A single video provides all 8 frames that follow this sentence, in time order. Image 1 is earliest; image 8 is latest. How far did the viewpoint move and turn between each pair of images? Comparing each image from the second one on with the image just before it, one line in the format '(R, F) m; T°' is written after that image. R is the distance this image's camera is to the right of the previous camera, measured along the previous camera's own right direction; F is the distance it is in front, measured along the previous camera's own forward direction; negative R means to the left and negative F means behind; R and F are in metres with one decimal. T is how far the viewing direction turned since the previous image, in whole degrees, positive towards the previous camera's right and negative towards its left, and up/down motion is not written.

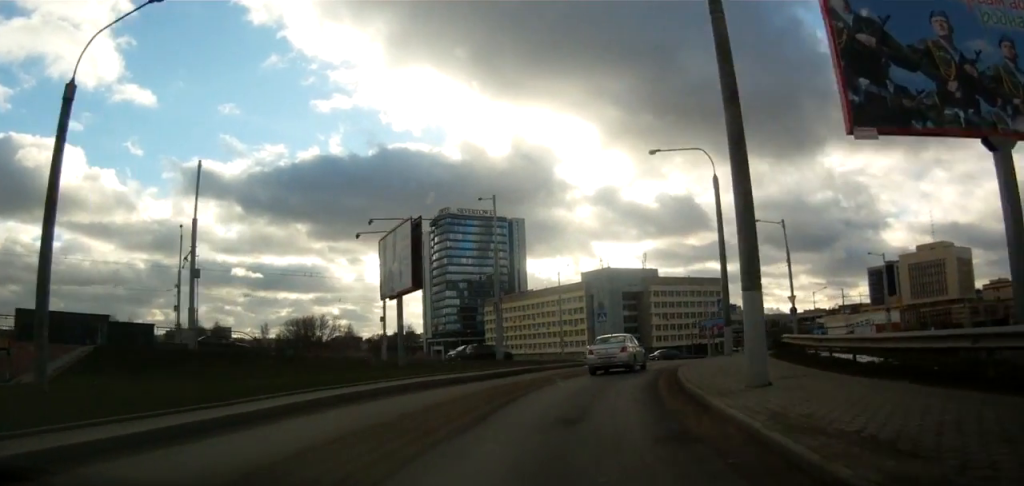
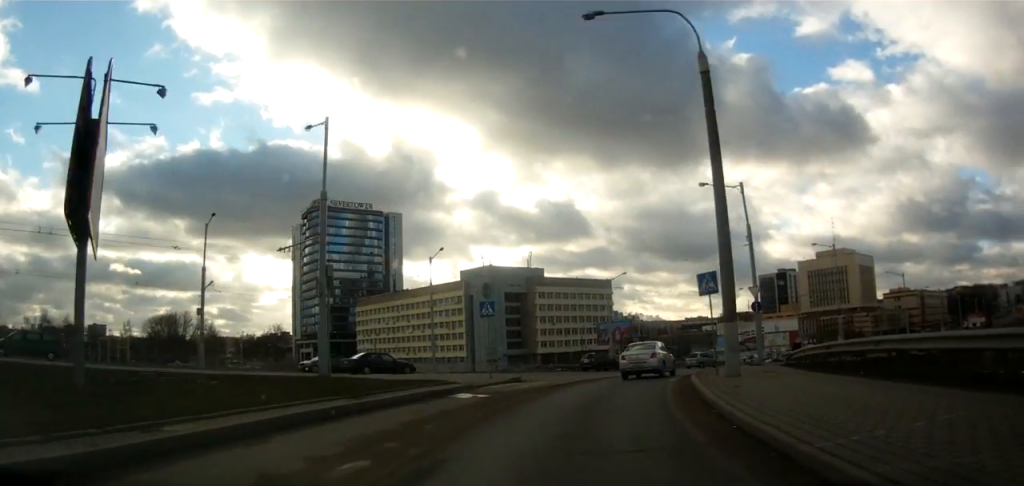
(+1.5, +15.7) m; +10°
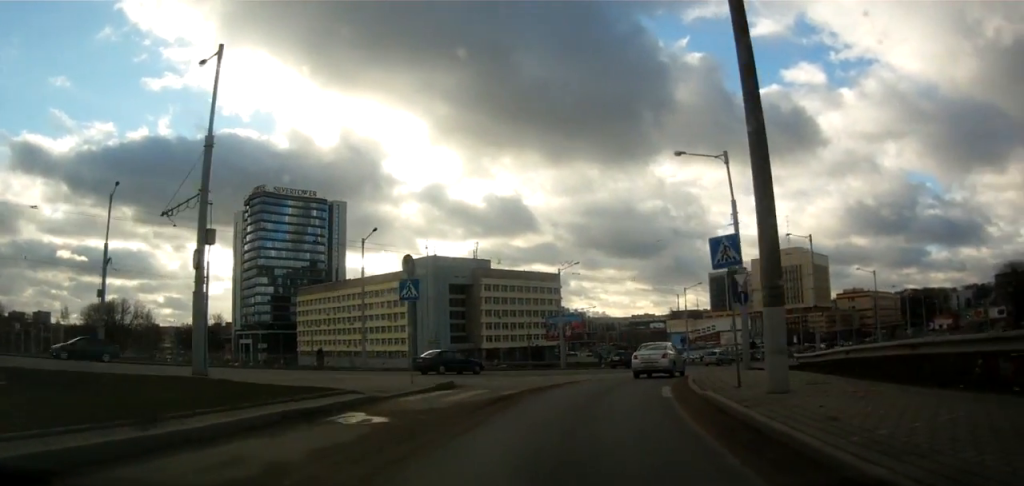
(0.0, +6.4) m; +4°
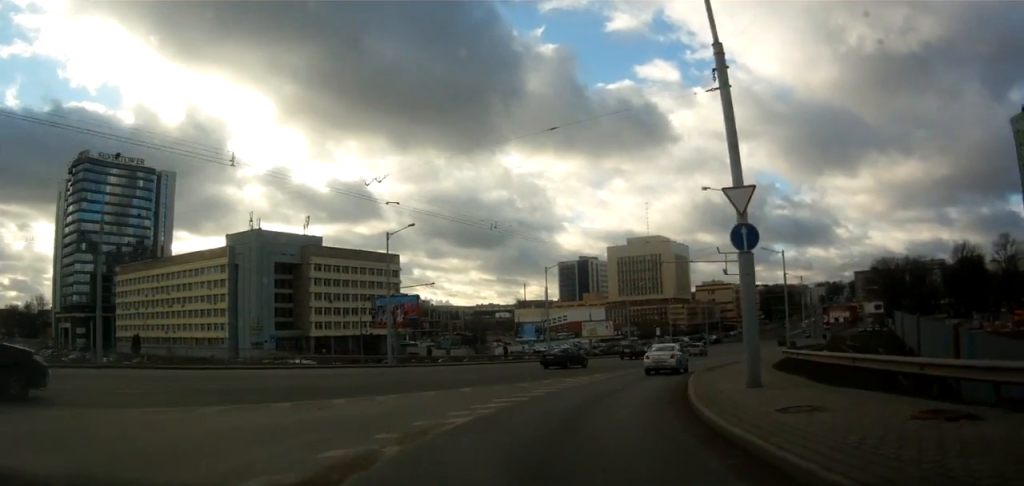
(+2.3, +18.1) m; +14°
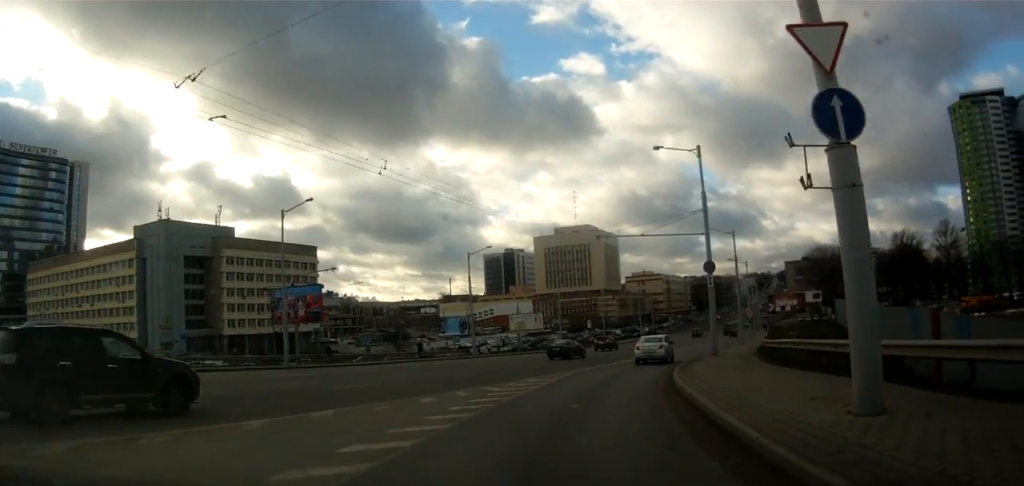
(+0.5, +7.8) m; +5°
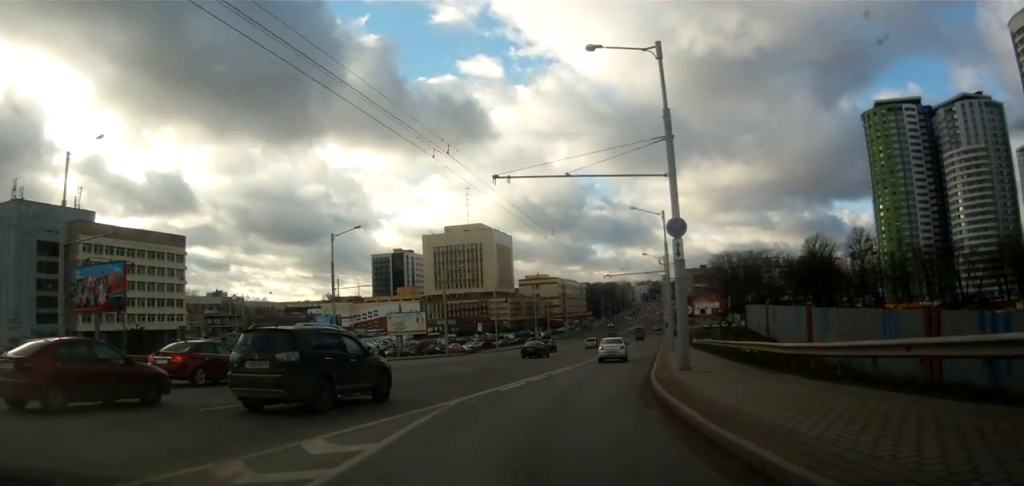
(+0.9, +14.0) m; +7°
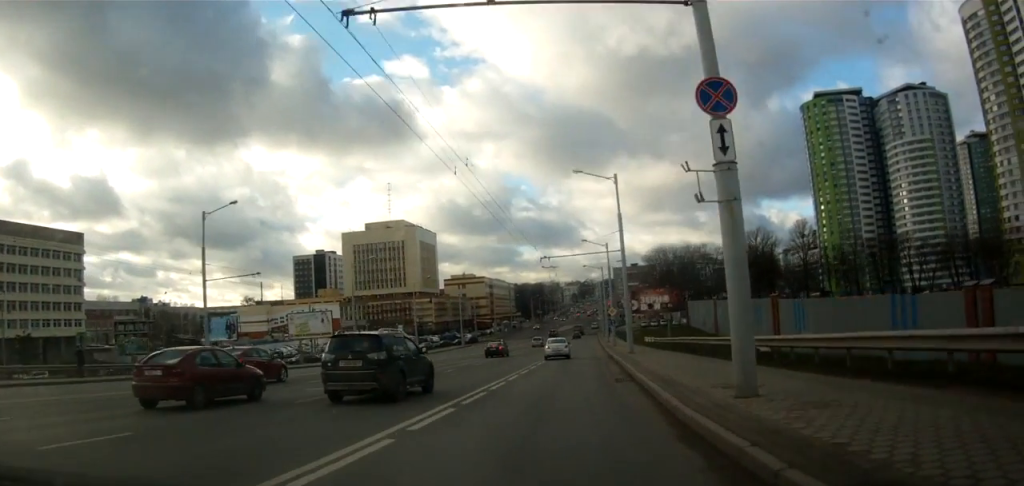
(+0.6, +11.6) m; +7°
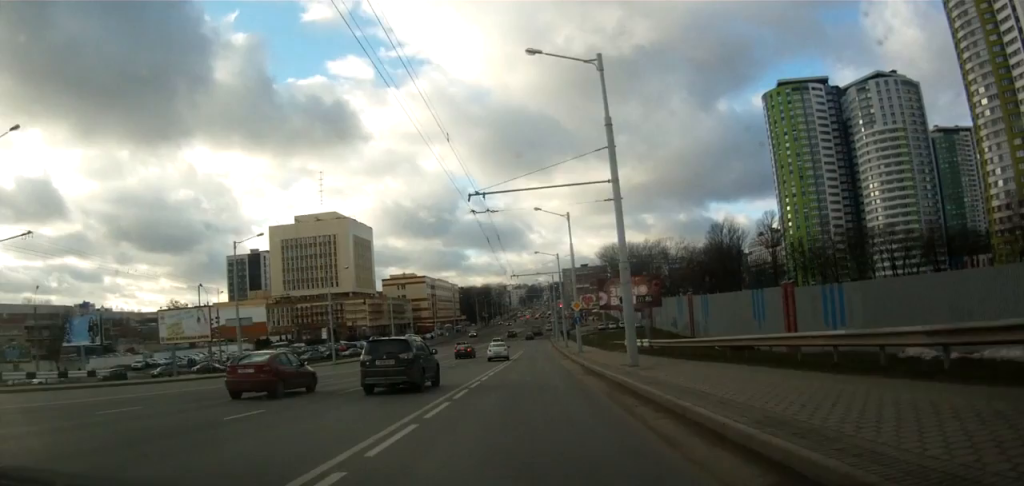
(+1.4, +17.8) m; +6°
